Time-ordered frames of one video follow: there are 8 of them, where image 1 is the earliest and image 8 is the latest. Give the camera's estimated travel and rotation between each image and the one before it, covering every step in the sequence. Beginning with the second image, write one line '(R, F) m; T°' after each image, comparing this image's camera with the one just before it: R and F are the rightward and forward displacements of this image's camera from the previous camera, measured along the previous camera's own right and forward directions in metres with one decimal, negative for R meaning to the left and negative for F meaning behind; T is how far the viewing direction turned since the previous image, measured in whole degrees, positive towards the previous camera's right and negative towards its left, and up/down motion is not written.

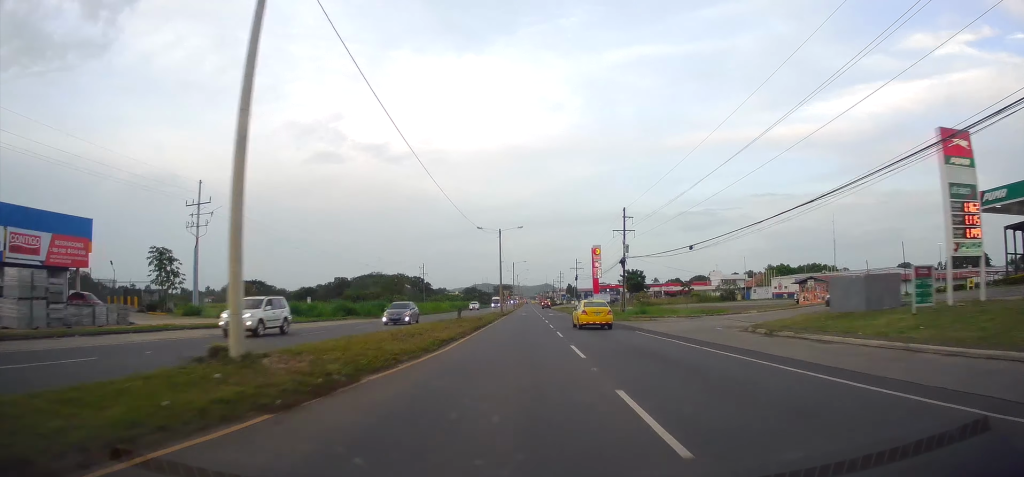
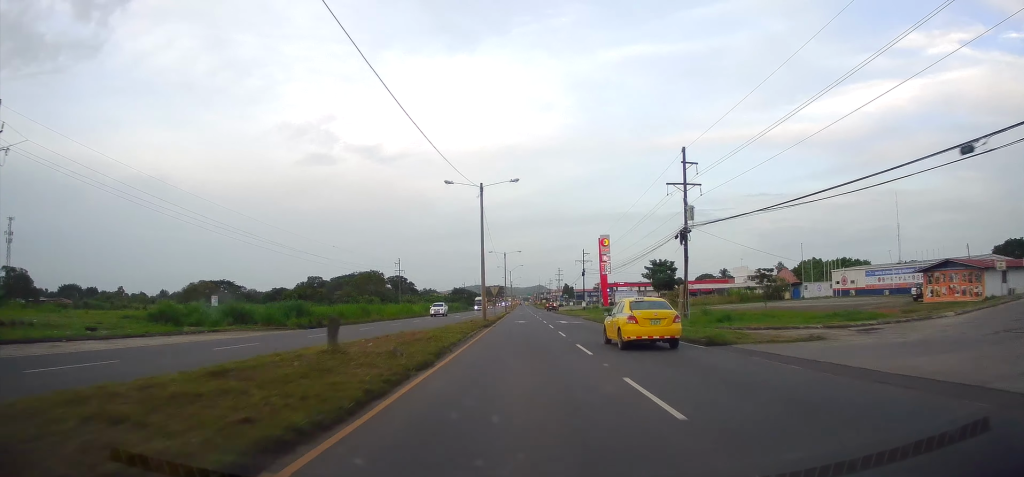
(+0.3, +25.1) m; 0°
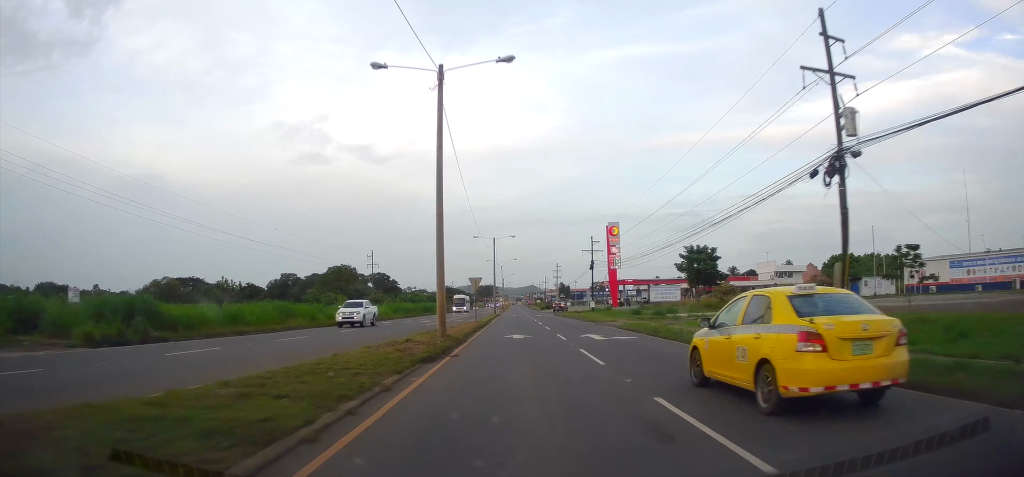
(-0.1, +19.6) m; 0°
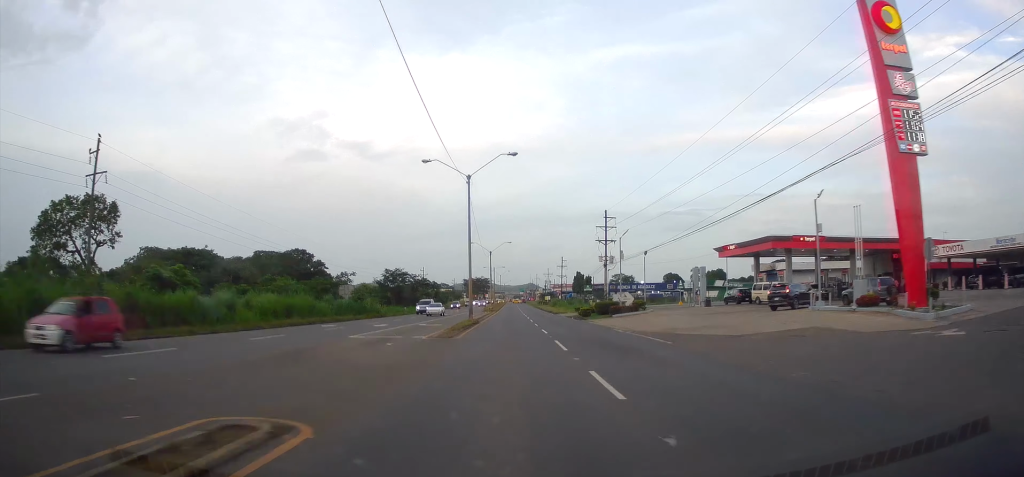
(+0.5, +83.4) m; +1°
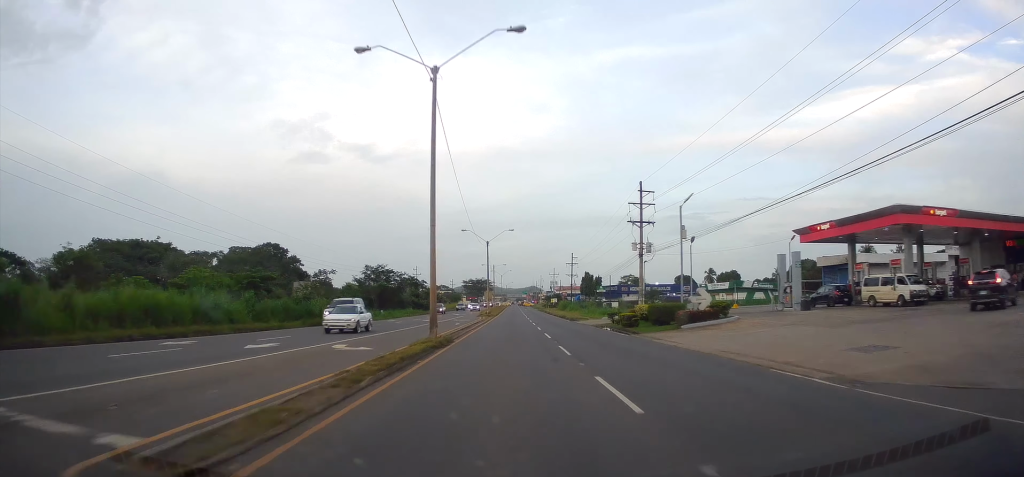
(+0.1, +17.7) m; 0°
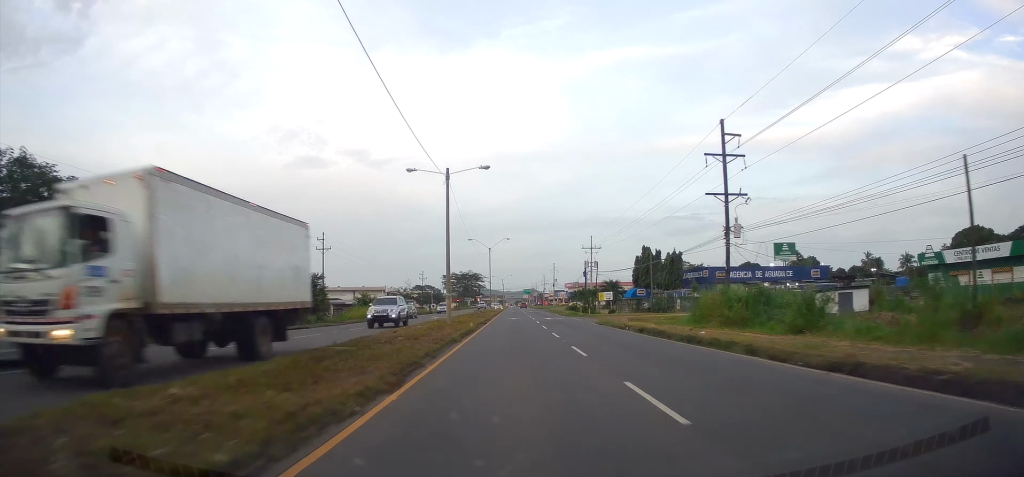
(-0.4, +85.1) m; -1°
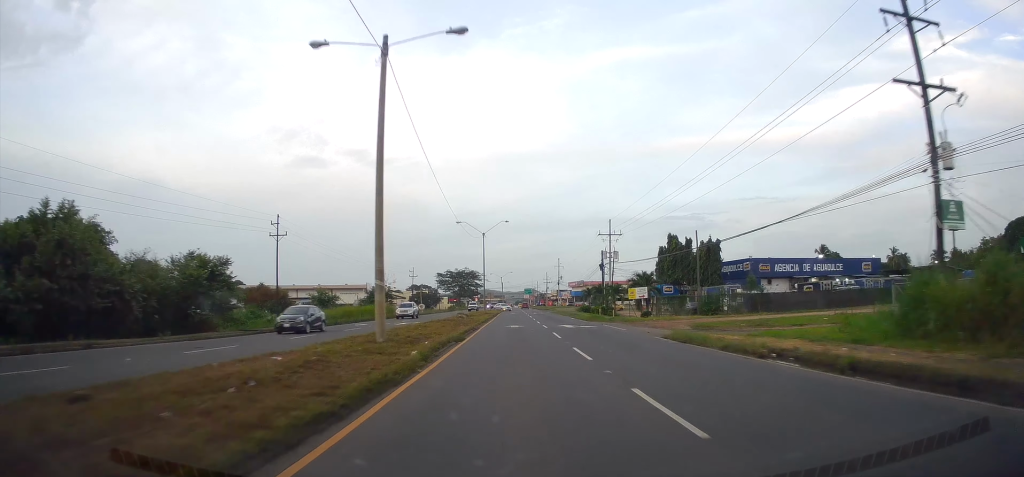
(0.0, +17.7) m; 0°
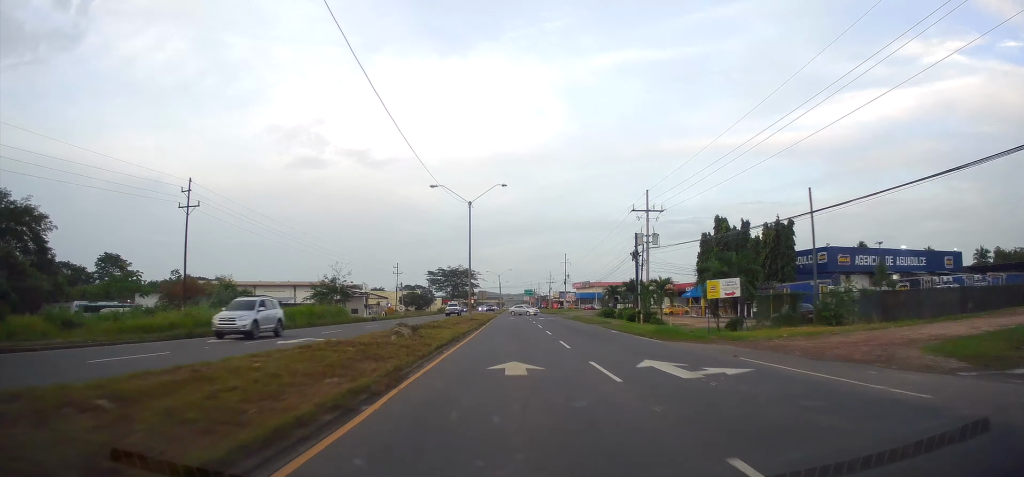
(+0.2, +21.2) m; 0°
